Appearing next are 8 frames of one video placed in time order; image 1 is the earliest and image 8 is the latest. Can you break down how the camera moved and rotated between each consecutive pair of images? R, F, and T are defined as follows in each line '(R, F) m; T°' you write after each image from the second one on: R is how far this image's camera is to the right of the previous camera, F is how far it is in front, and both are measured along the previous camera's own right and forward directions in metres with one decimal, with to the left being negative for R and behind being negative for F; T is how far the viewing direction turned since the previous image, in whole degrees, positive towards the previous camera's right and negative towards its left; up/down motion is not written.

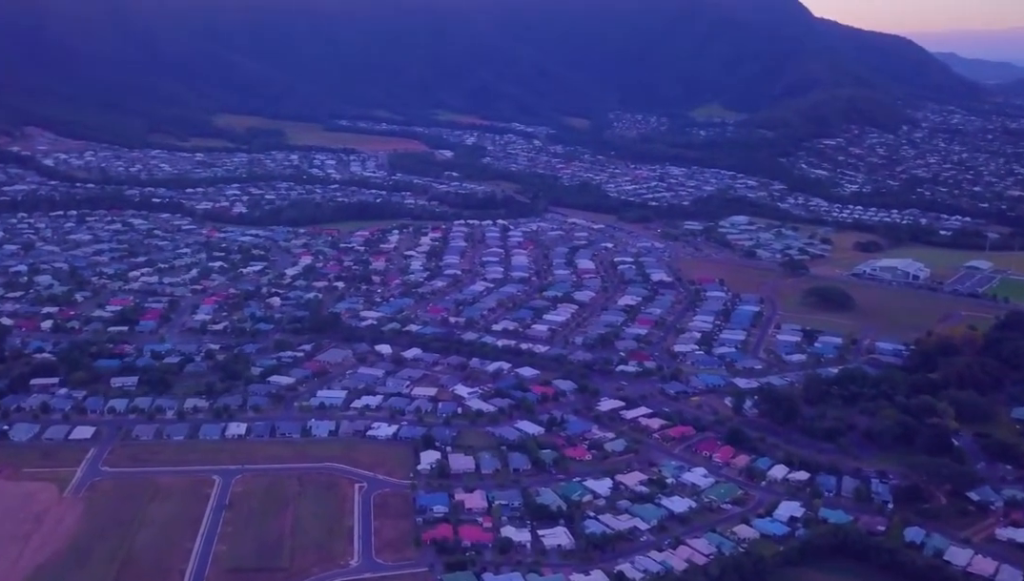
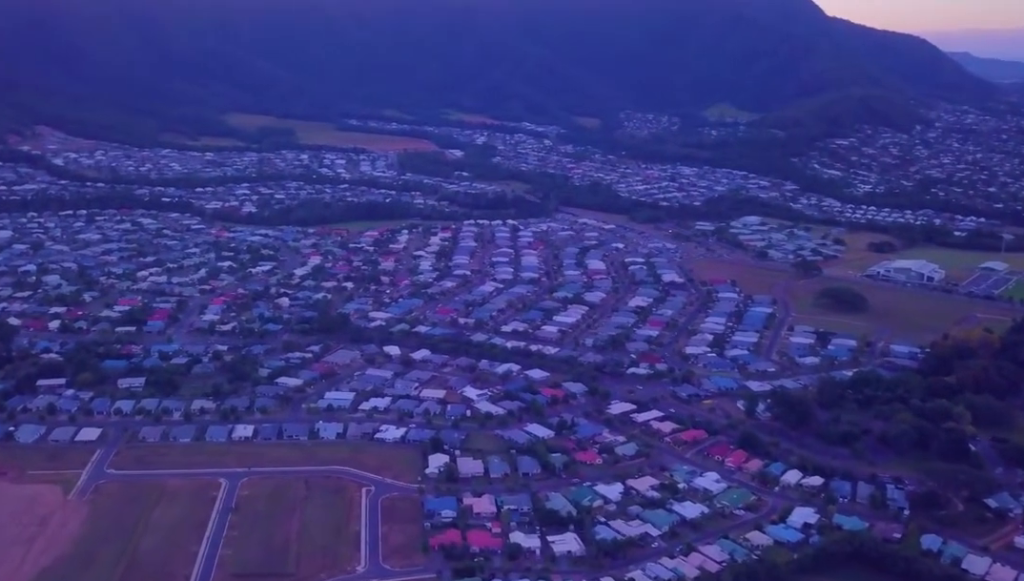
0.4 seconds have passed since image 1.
(0.0, +2.2) m; 0°
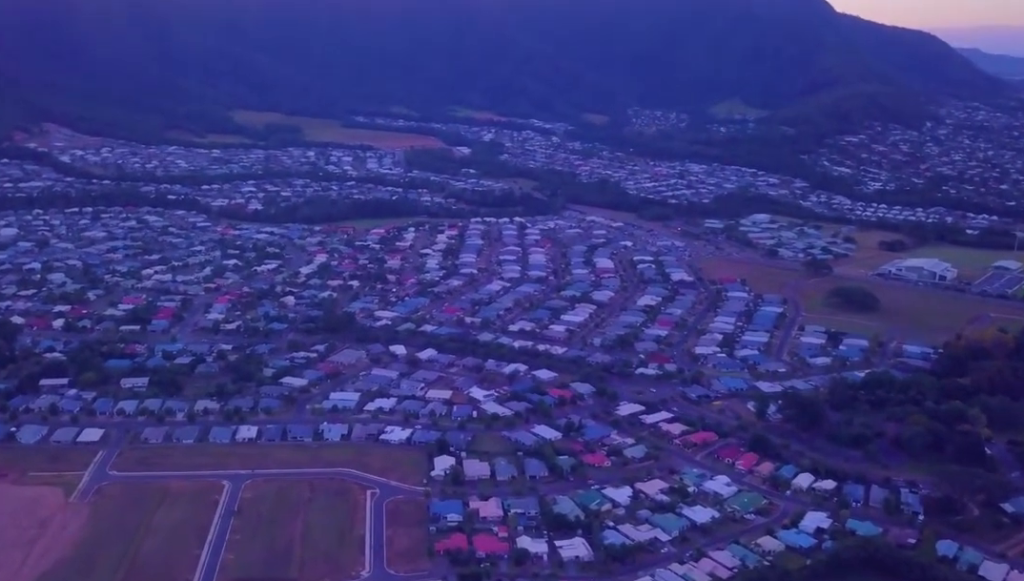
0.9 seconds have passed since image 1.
(0.0, +2.7) m; 0°
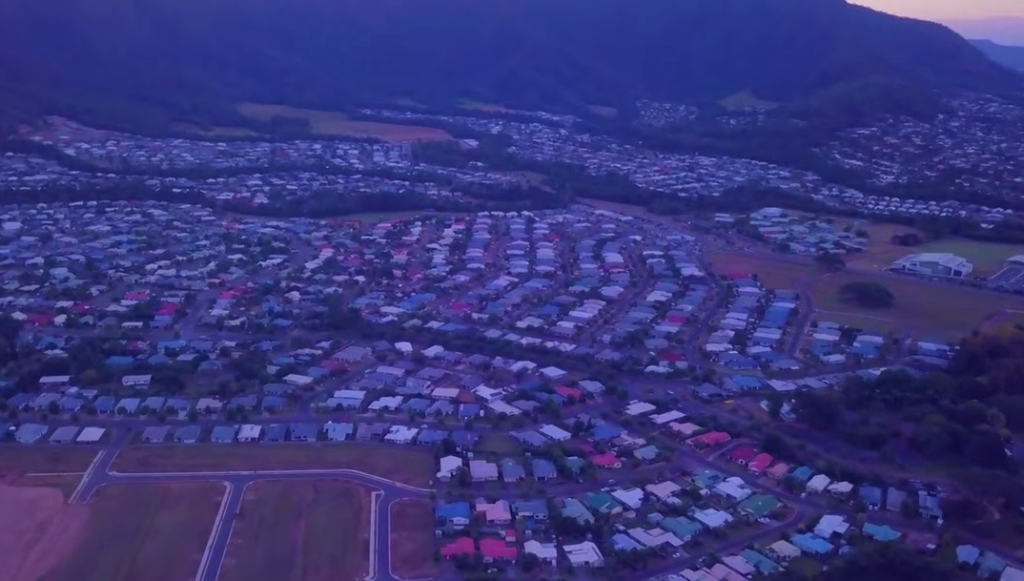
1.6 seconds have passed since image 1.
(0.0, +4.2) m; 0°
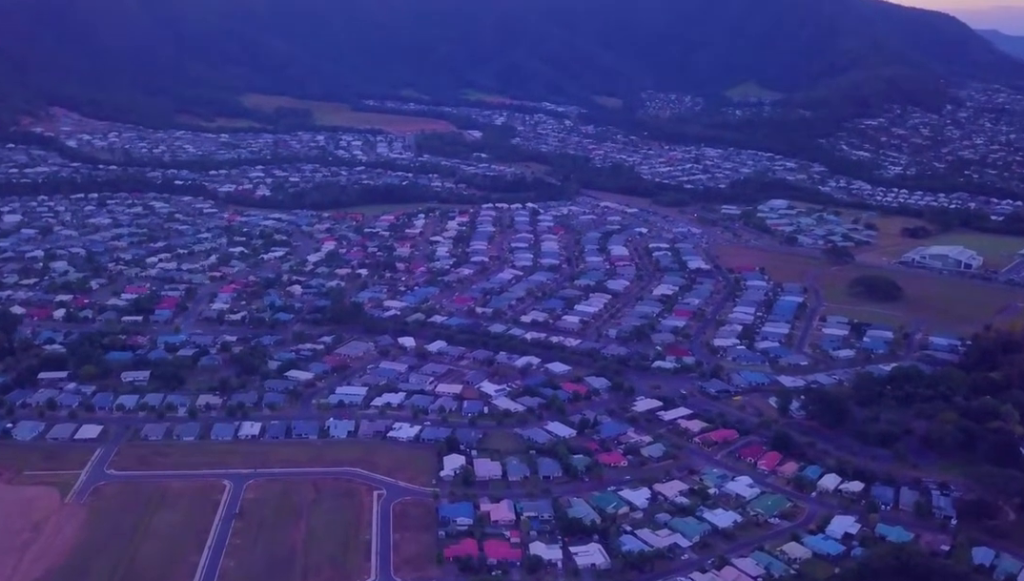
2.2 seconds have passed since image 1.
(0.0, +3.6) m; 0°
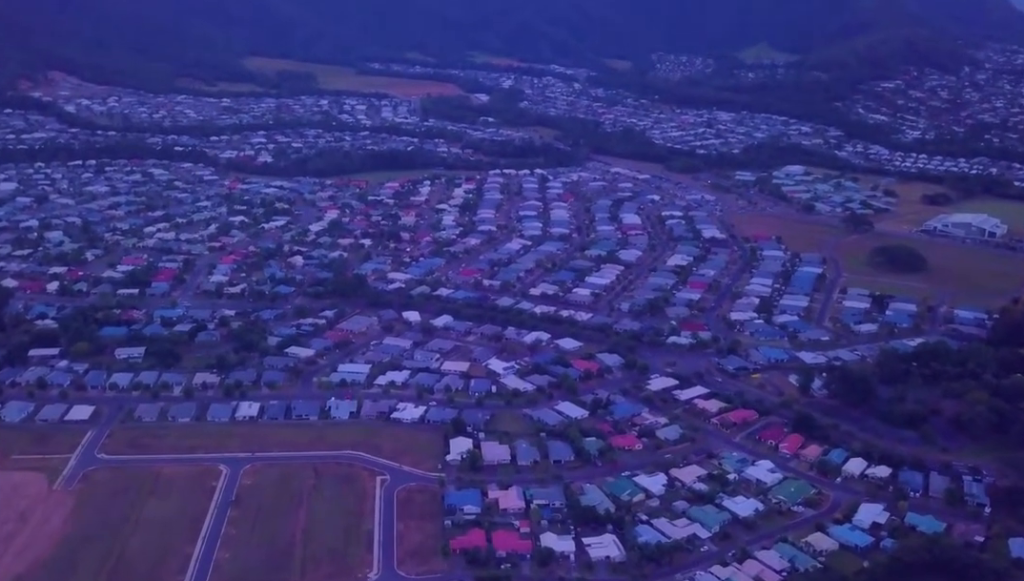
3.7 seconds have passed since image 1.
(0.0, +9.4) m; 0°
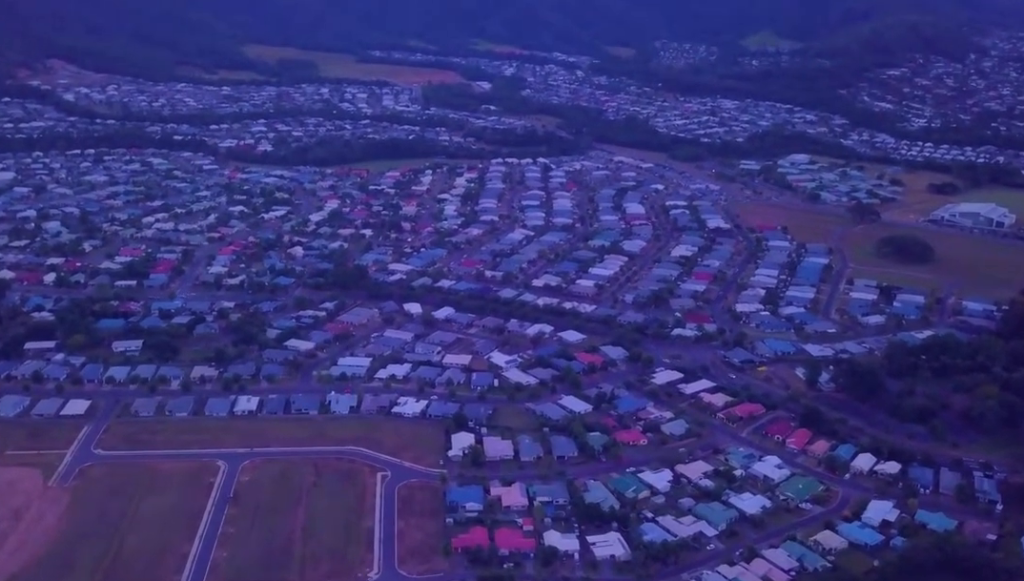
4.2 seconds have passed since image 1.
(0.0, +3.2) m; 0°
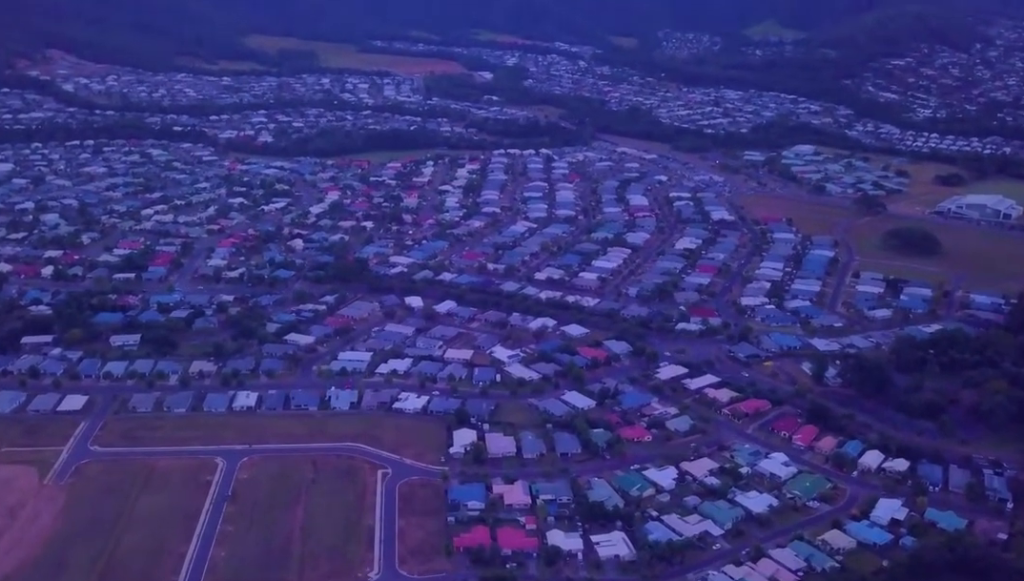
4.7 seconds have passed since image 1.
(0.0, +2.7) m; 0°
